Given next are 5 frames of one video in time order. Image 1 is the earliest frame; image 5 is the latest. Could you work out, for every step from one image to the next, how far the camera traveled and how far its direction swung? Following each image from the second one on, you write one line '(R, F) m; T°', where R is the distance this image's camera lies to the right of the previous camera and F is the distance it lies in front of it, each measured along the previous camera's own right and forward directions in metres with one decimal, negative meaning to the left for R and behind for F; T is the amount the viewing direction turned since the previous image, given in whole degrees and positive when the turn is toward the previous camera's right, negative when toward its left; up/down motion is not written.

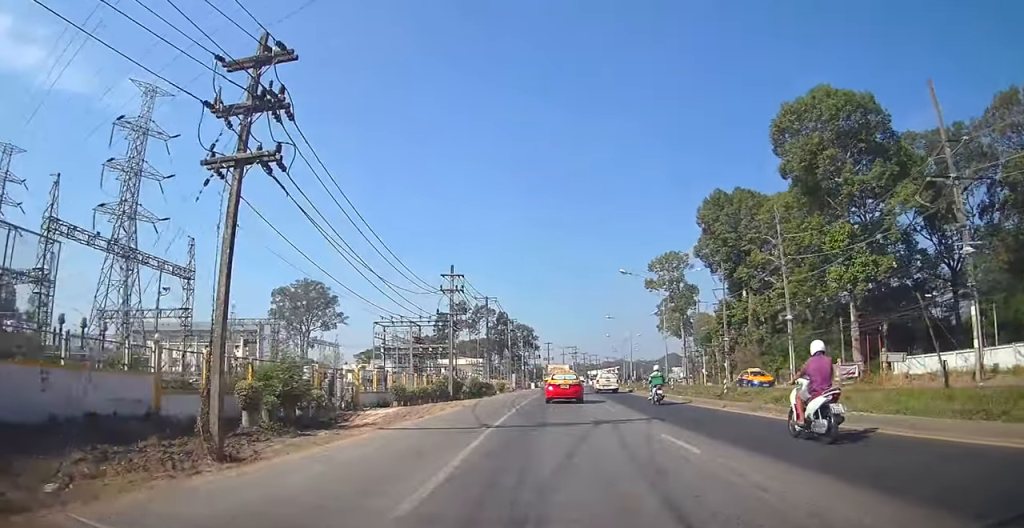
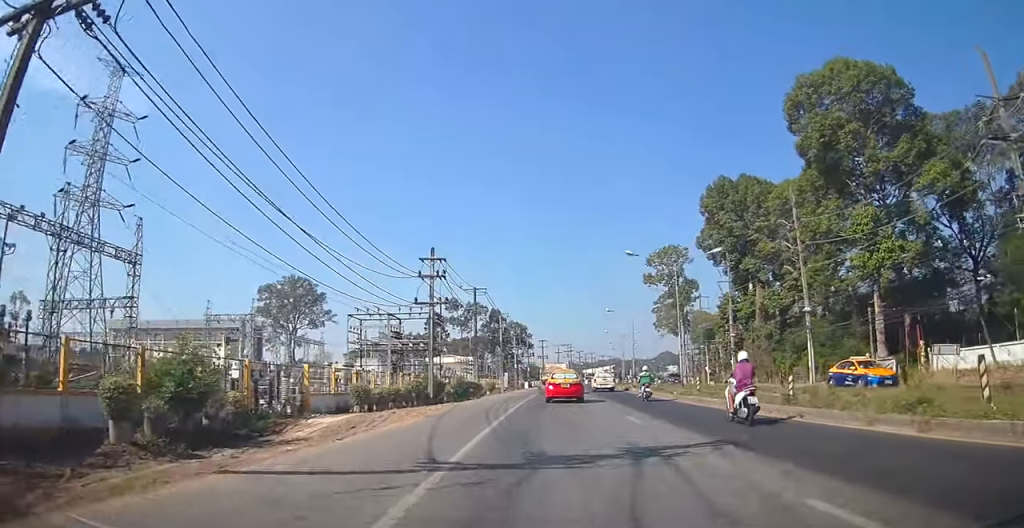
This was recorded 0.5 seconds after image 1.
(+0.2, +6.4) m; 0°
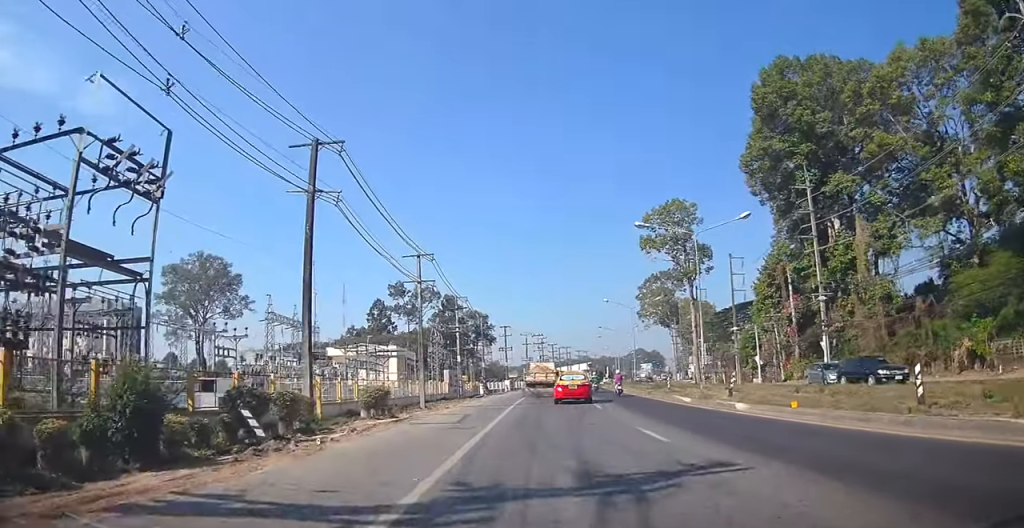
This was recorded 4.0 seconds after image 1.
(+0.3, +40.6) m; +3°
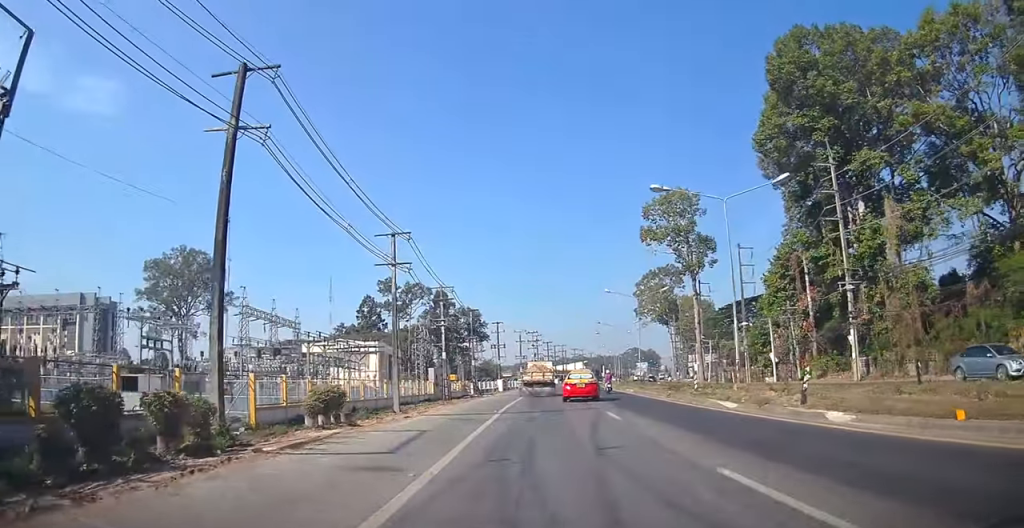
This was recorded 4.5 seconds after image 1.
(0.0, +6.3) m; 0°
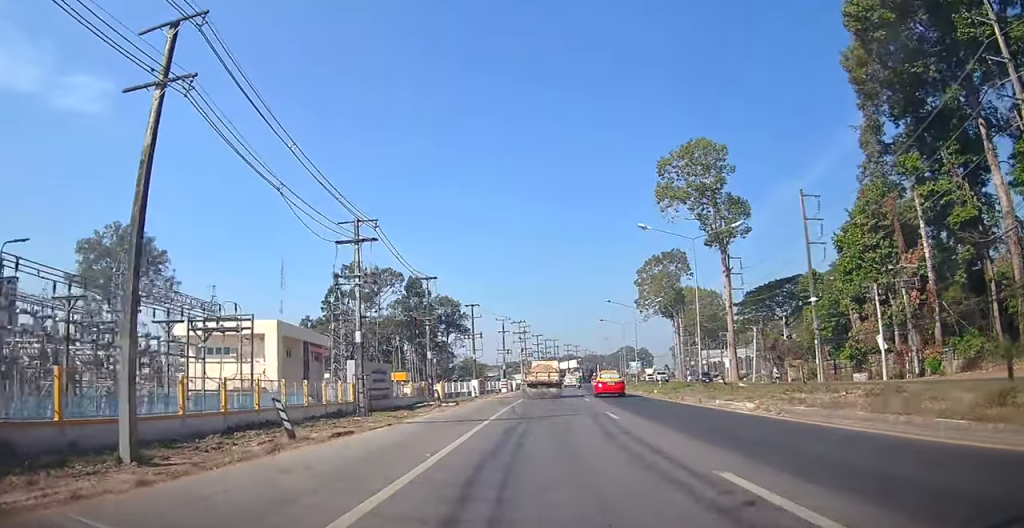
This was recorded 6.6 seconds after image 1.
(+1.1, +24.8) m; +5°
